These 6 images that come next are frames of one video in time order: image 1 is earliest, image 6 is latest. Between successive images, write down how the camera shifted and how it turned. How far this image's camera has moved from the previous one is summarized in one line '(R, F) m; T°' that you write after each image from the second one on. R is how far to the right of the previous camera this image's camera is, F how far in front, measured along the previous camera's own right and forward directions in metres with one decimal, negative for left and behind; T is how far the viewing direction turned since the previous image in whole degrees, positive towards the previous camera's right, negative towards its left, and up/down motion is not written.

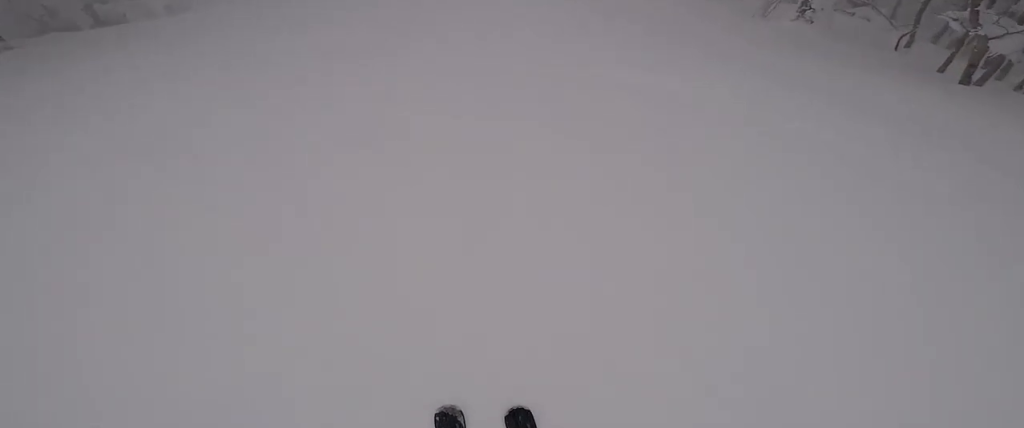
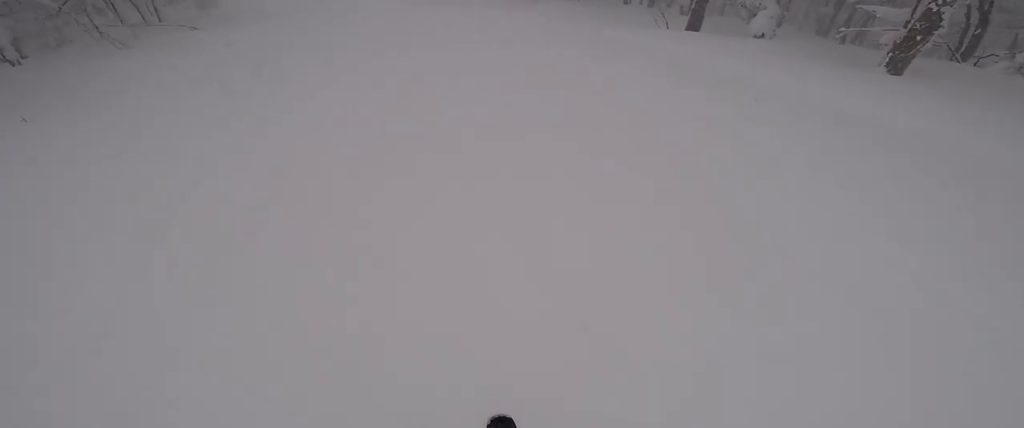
(-1.4, +12.8) m; -2°
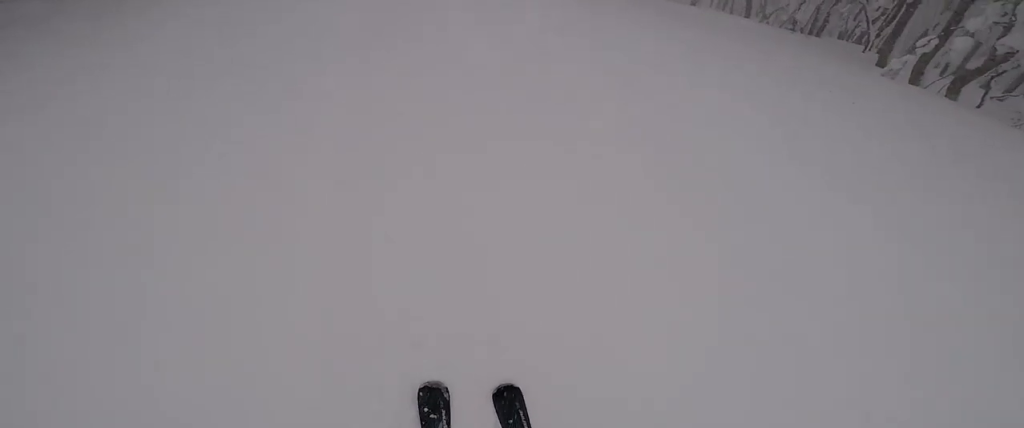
(+0.6, +16.6) m; -5°
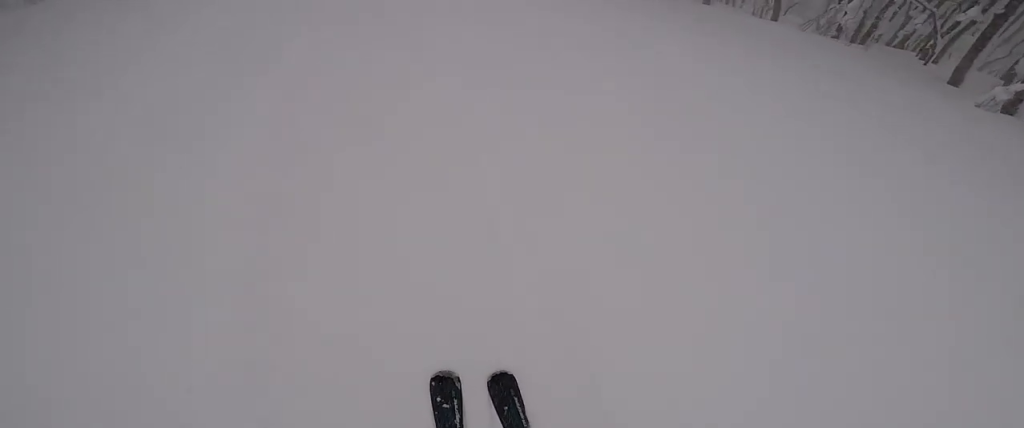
(-0.2, +2.9) m; +2°
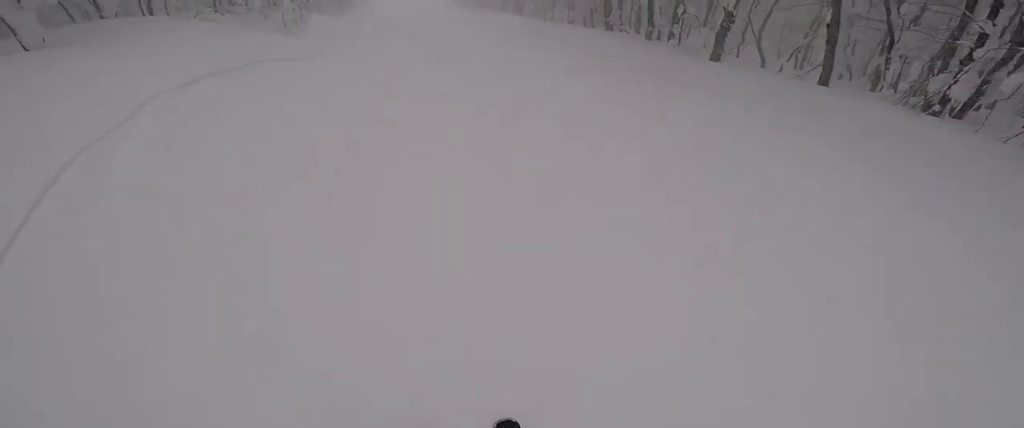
(0.0, +5.8) m; +7°
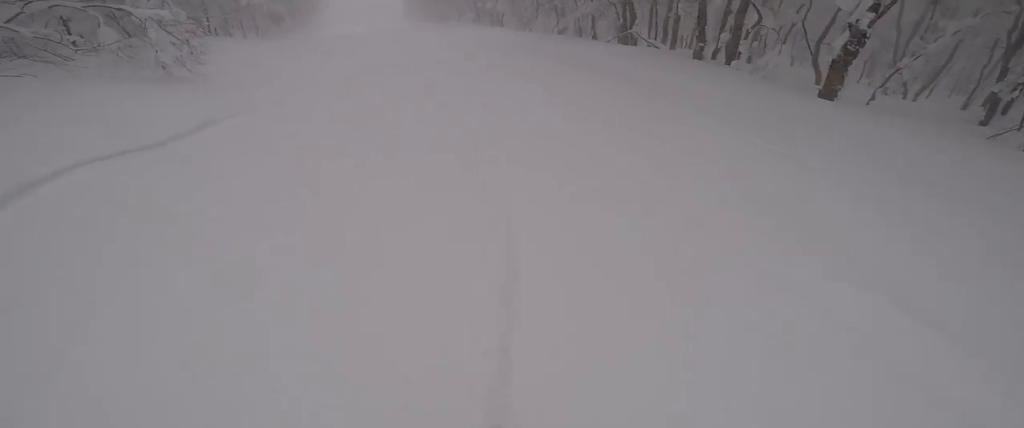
(+0.7, +5.9) m; +11°
